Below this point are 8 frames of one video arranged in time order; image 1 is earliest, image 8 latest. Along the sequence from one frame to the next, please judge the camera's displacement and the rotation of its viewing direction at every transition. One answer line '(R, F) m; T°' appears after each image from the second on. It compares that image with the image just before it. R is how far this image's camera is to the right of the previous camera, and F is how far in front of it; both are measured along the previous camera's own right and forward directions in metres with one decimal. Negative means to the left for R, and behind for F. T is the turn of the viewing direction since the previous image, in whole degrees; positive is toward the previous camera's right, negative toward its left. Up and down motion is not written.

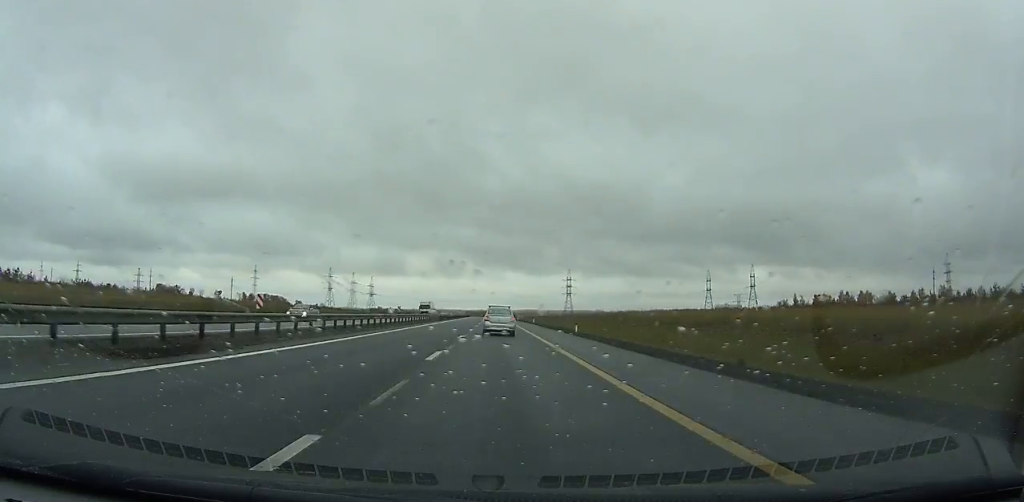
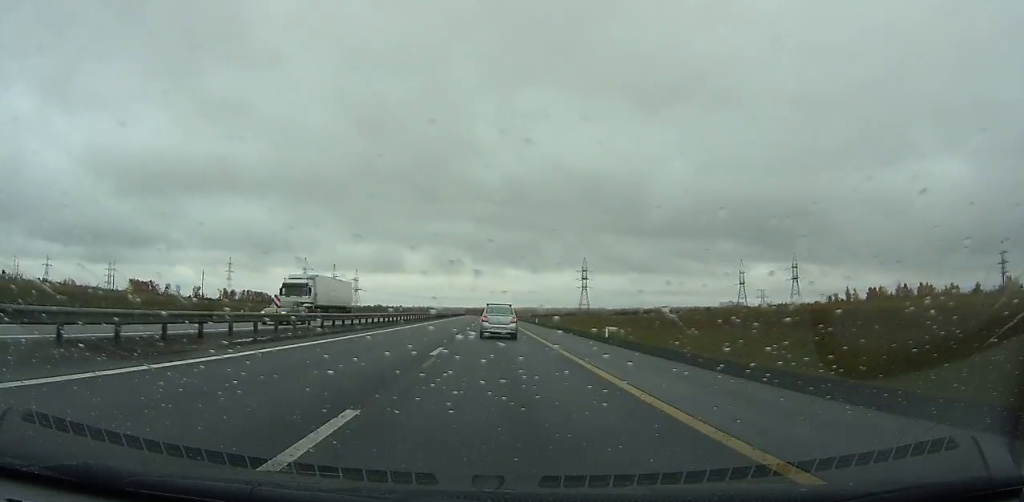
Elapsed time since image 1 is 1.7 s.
(-0.5, +57.2) m; -1°
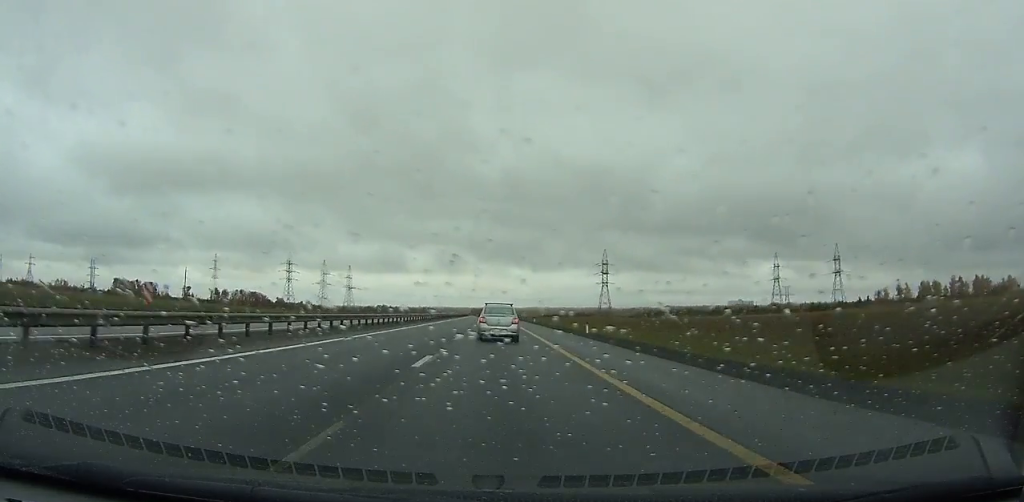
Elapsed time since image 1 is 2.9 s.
(+0.1, +40.3) m; 0°
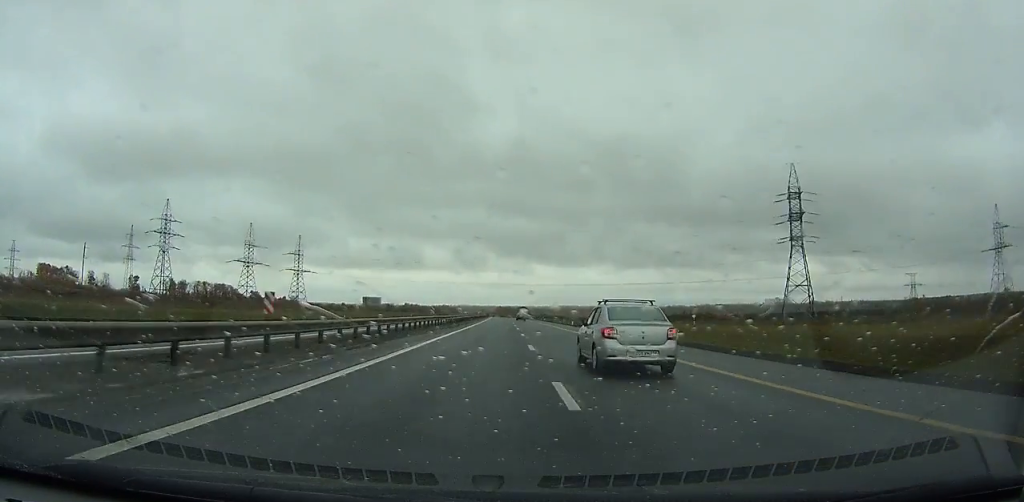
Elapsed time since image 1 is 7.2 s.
(-3.0, +148.6) m; -2°
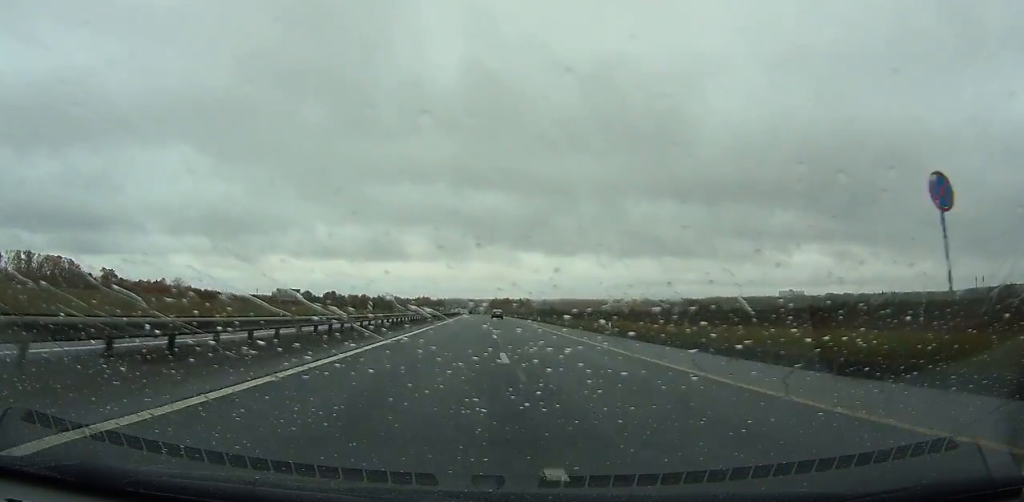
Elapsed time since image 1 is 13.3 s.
(-1.4, +216.3) m; 0°
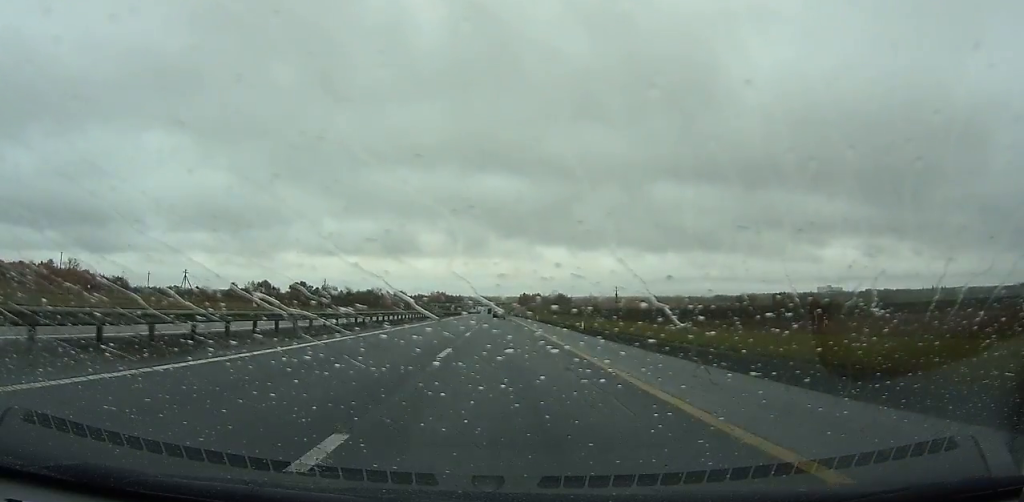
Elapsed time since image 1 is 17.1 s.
(-0.7, +133.0) m; -1°
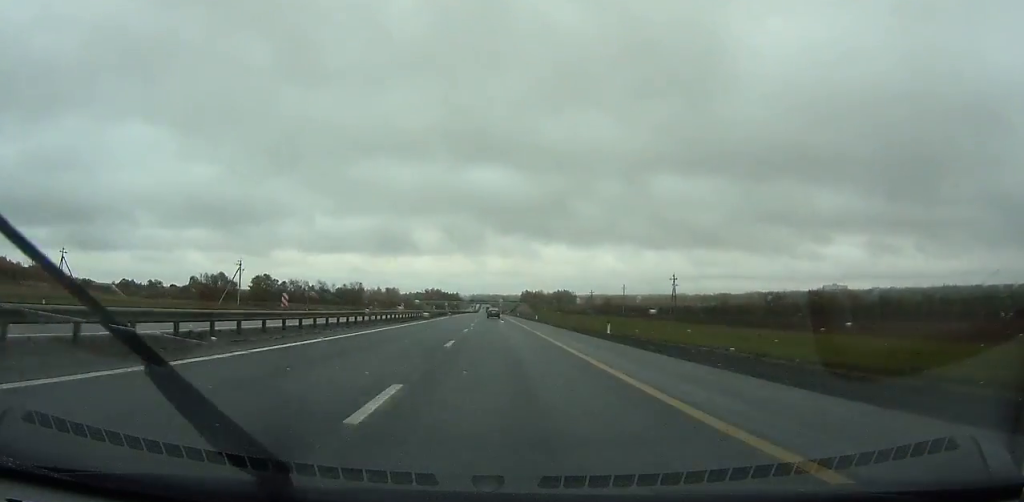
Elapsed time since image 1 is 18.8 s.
(-0.4, +58.3) m; -1°
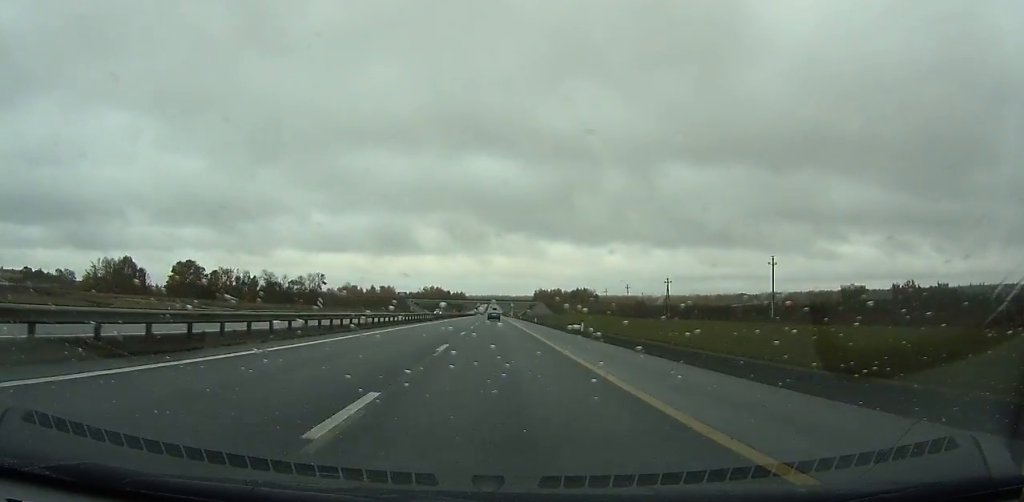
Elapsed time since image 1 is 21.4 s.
(-0.8, +88.1) m; -1°
